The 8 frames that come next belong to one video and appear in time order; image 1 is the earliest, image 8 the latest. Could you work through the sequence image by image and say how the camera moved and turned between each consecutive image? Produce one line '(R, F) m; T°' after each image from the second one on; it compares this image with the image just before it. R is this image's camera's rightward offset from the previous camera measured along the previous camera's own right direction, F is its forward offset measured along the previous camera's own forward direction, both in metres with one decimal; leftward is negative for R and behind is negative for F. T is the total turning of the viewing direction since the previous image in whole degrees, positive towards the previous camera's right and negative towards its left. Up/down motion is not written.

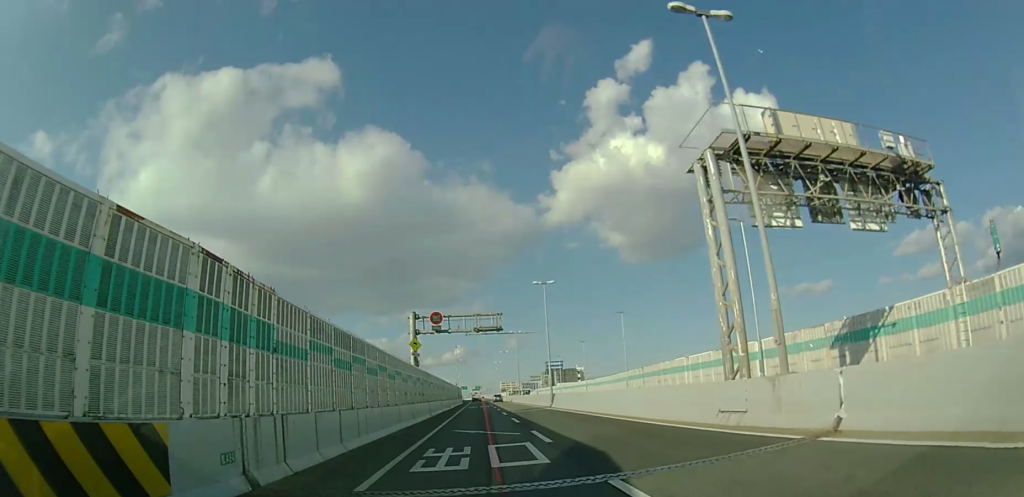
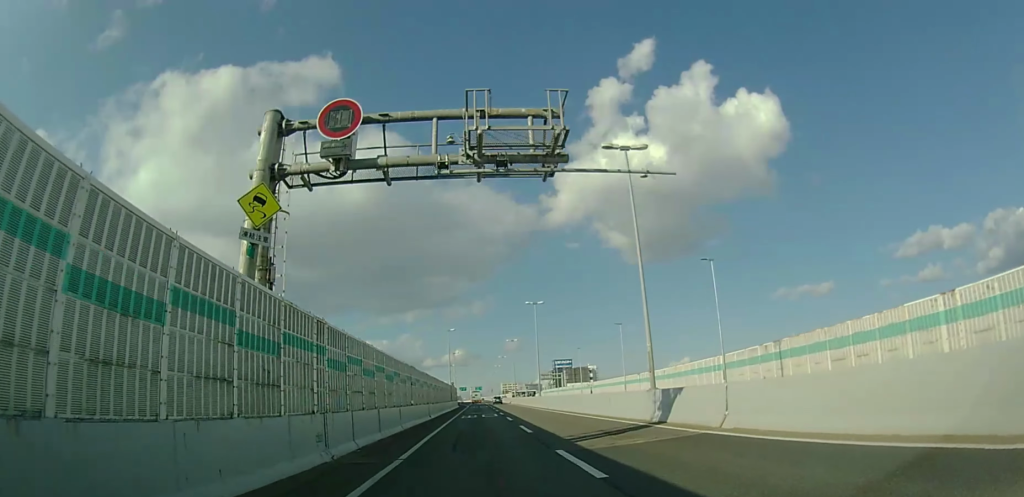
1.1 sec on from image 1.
(-0.1, +25.6) m; 0°
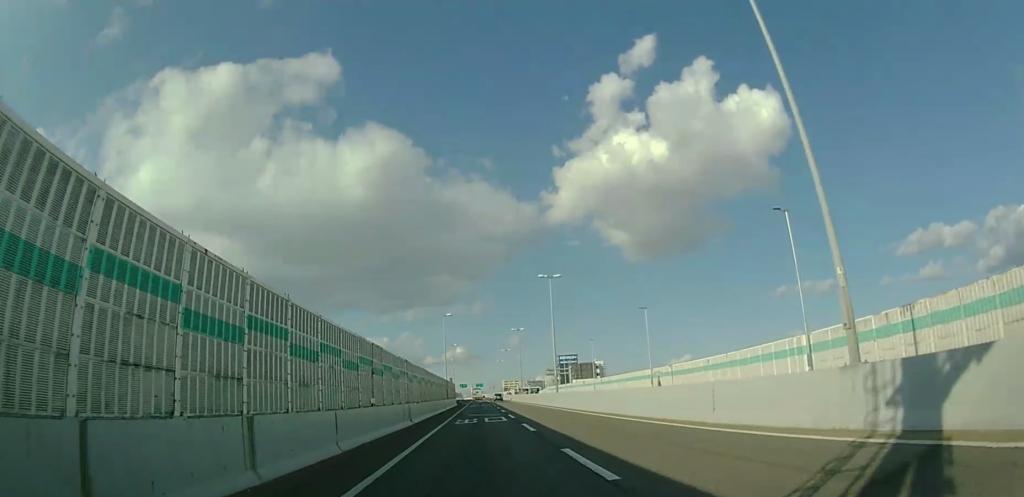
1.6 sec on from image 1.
(+0.1, +10.5) m; 0°
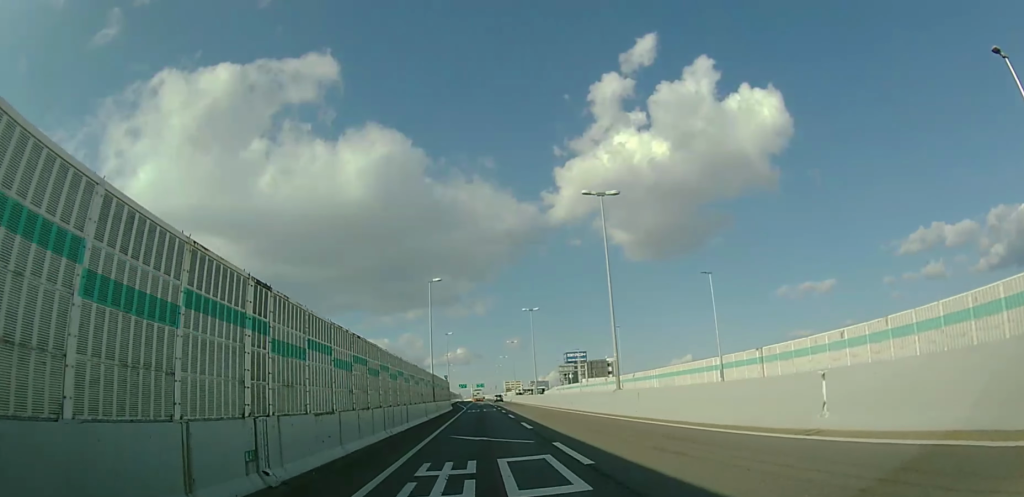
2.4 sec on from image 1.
(+0.1, +18.2) m; 0°
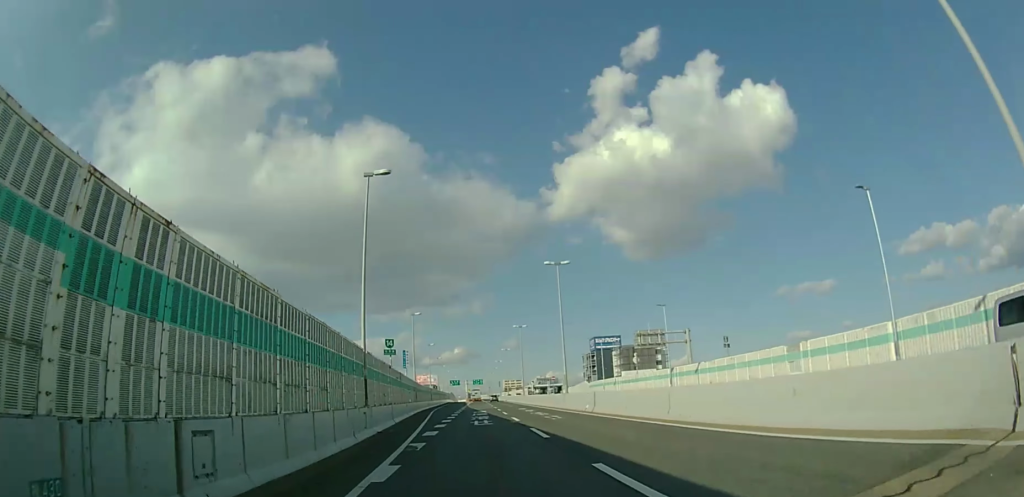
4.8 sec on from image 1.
(+0.2, +54.4) m; 0°
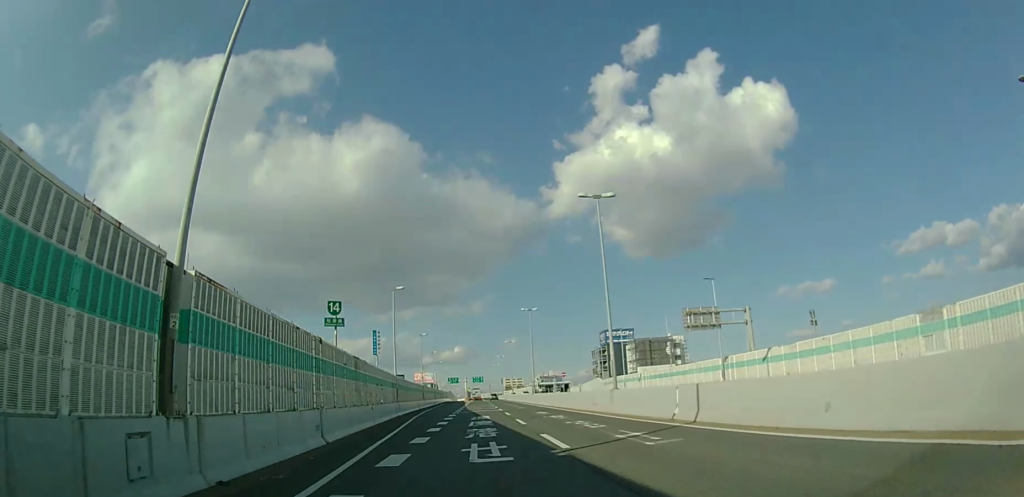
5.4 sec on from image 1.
(0.0, +13.5) m; 0°
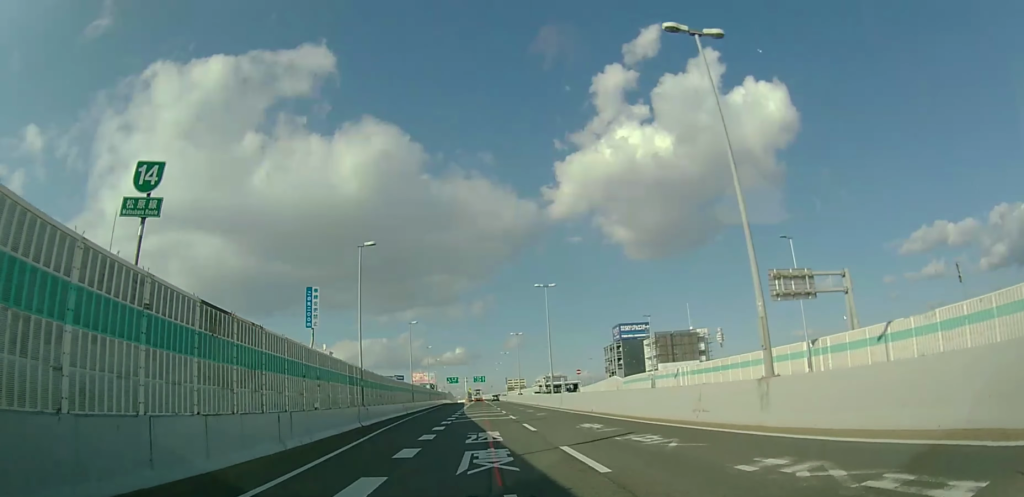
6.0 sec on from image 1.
(-0.1, +12.7) m; 0°
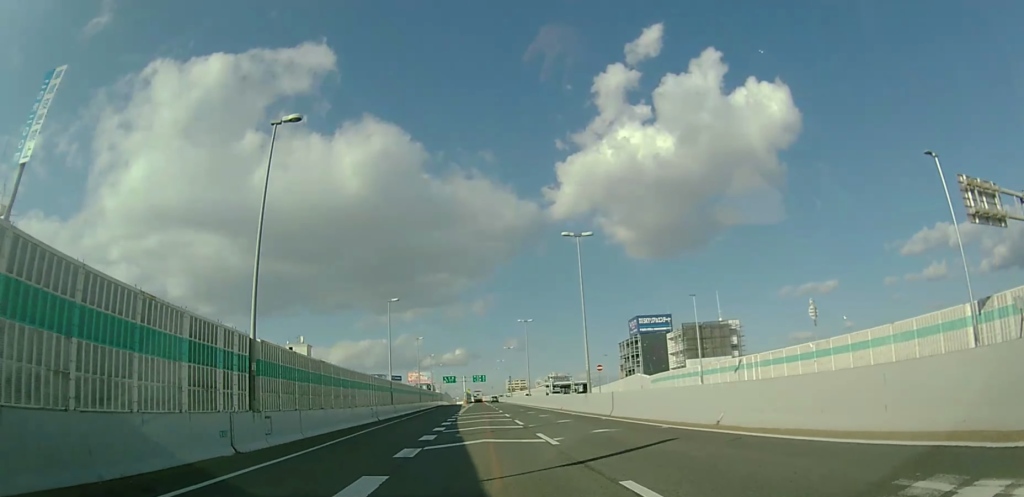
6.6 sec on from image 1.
(+0.1, +15.0) m; 0°
